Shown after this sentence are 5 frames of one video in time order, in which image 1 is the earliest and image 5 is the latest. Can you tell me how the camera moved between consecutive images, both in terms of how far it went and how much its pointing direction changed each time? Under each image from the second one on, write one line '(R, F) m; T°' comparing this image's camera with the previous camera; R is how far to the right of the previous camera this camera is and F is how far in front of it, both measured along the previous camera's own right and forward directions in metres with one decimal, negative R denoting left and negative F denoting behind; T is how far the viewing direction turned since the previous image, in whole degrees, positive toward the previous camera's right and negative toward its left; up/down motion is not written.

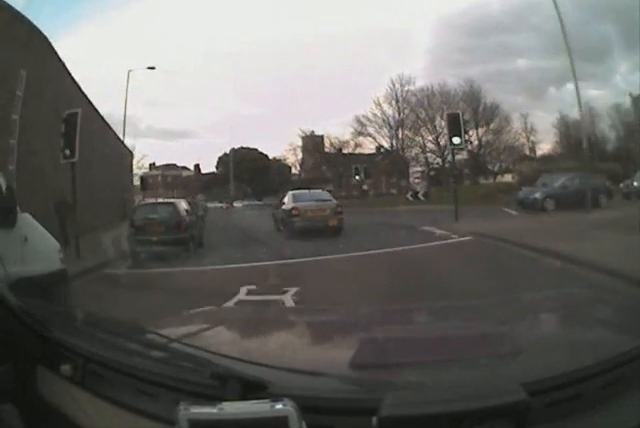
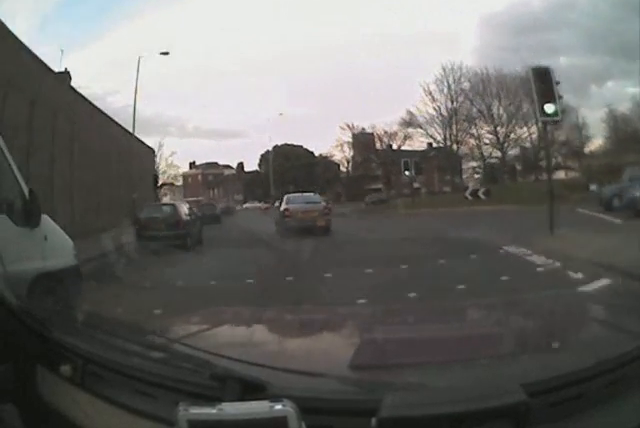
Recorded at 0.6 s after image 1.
(0.0, +3.5) m; -8°
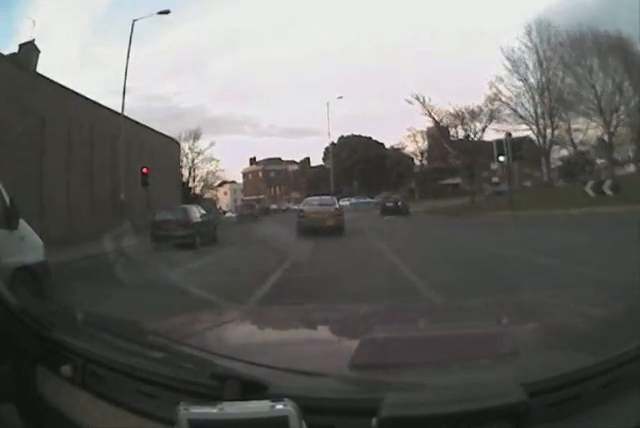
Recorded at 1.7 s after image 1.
(-1.1, +7.1) m; -11°
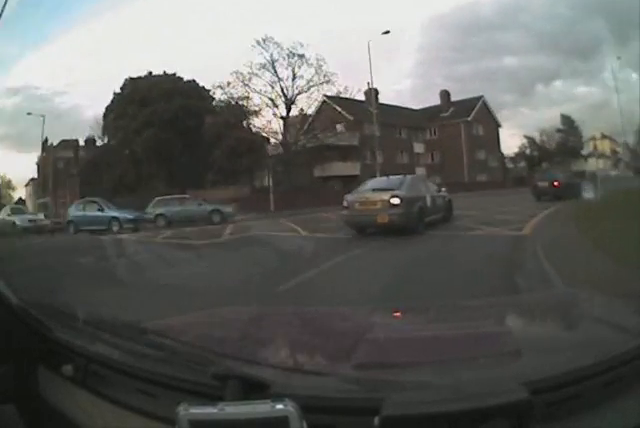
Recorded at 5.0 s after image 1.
(-5.4, +31.3) m; -10°
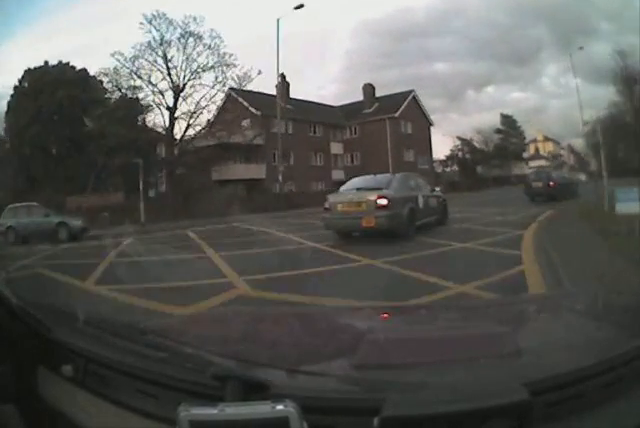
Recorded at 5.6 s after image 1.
(-0.3, +7.5) m; +12°
